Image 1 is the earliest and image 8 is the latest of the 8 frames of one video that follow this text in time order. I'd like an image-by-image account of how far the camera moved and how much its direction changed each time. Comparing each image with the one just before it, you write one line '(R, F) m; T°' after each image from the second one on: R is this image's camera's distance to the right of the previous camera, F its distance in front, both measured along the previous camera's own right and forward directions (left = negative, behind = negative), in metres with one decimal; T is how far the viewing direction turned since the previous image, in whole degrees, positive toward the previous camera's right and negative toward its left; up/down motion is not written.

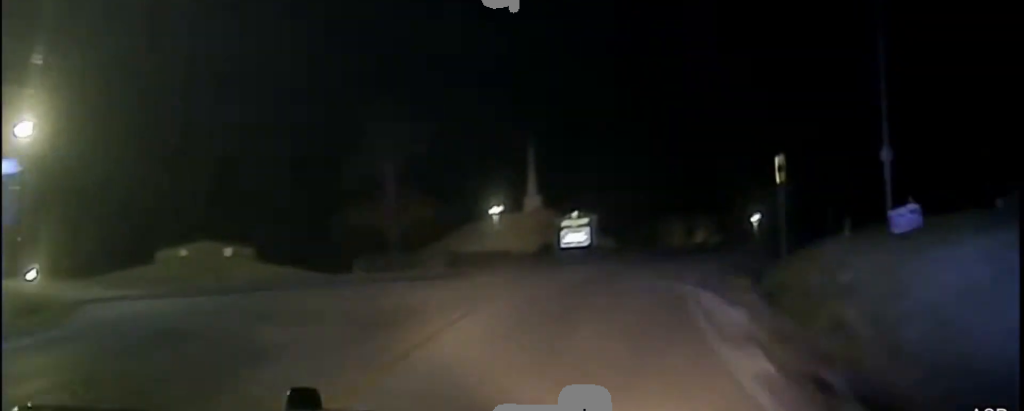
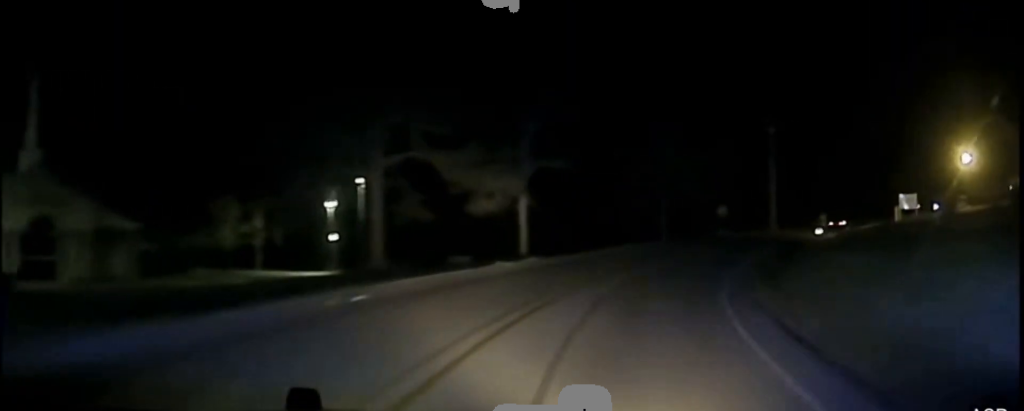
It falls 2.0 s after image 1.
(+6.8, +39.9) m; +21°
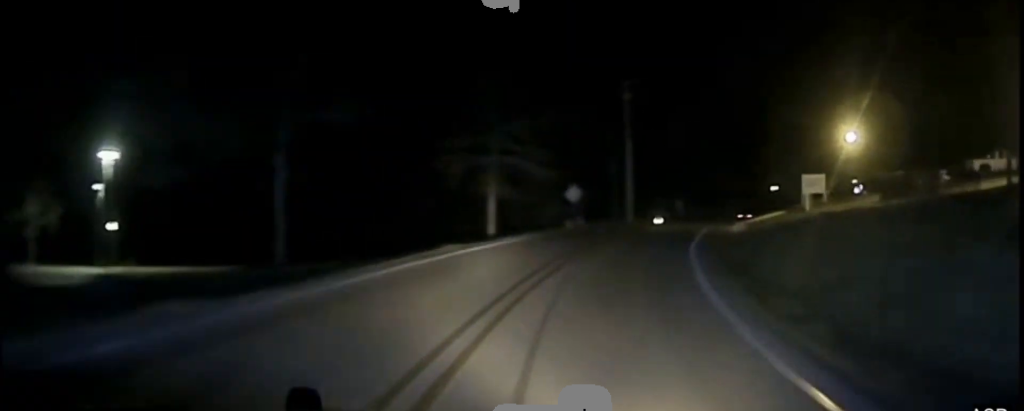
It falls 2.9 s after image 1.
(+2.7, +20.1) m; +14°
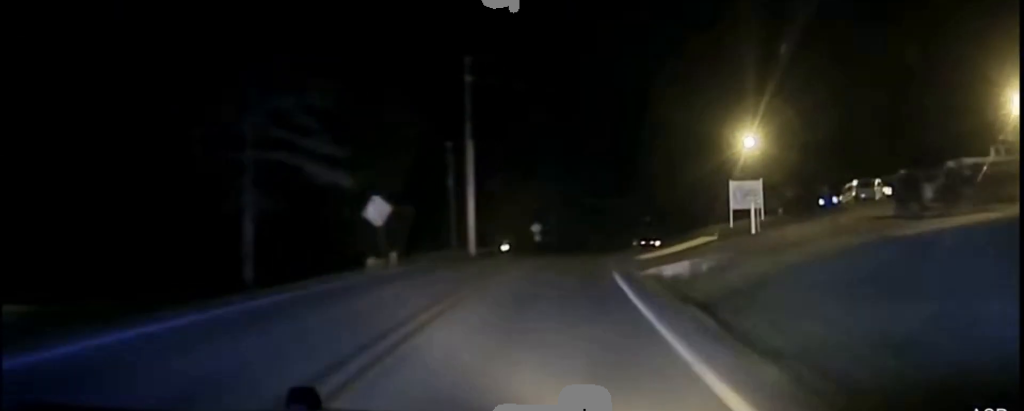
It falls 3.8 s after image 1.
(+1.9, +21.0) m; +9°
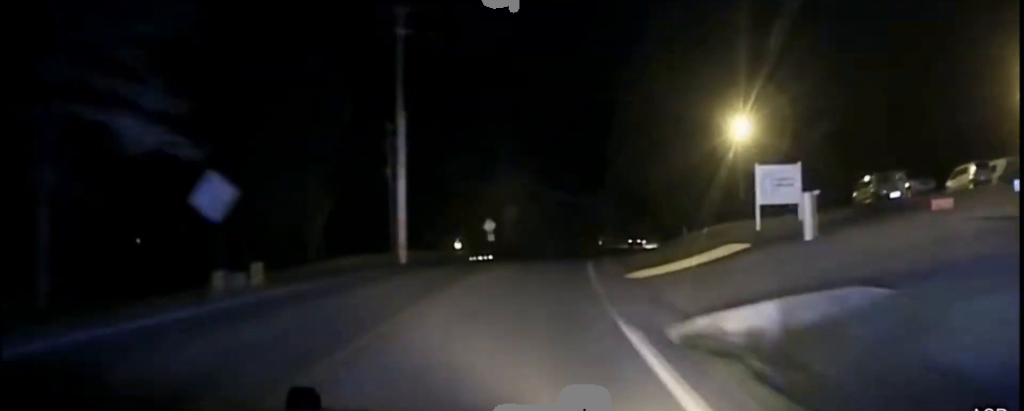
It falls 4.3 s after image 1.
(+0.9, +12.9) m; +3°
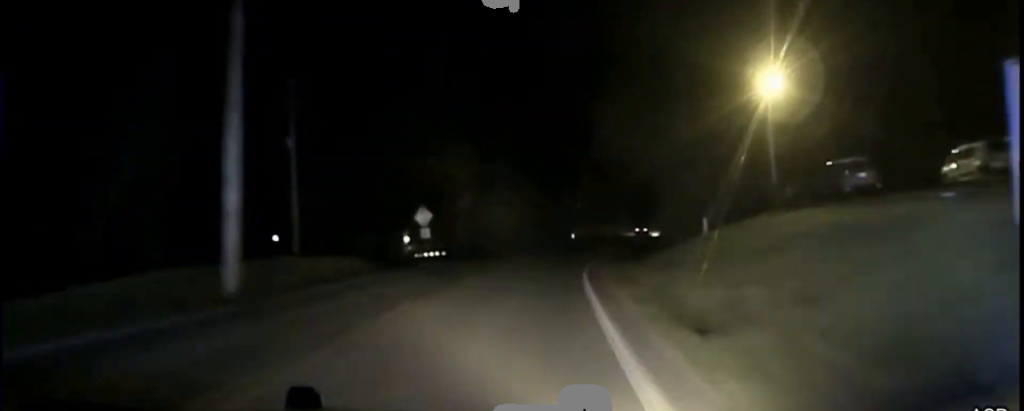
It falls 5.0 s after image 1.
(+0.8, +20.0) m; +3°
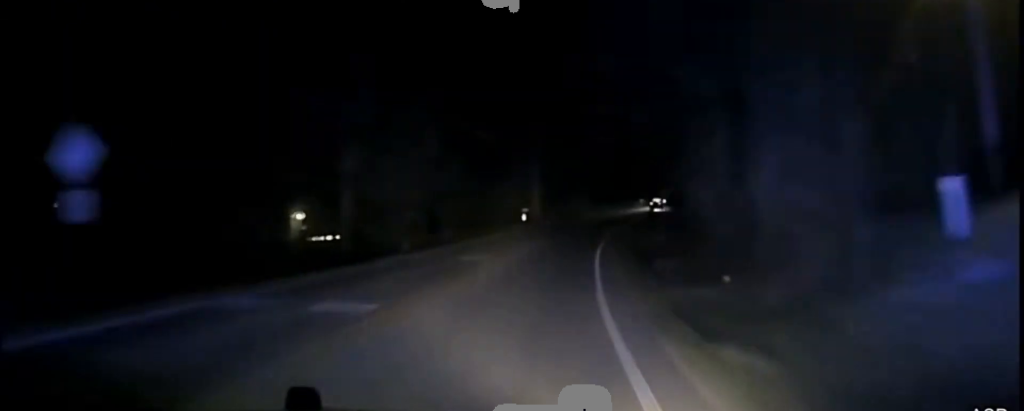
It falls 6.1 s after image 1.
(+0.9, +30.5) m; +3°
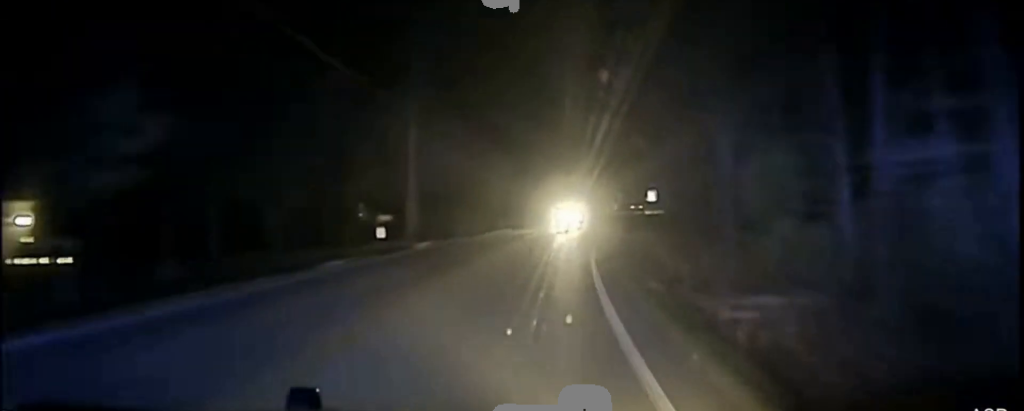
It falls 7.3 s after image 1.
(+1.1, +35.9) m; +4°
